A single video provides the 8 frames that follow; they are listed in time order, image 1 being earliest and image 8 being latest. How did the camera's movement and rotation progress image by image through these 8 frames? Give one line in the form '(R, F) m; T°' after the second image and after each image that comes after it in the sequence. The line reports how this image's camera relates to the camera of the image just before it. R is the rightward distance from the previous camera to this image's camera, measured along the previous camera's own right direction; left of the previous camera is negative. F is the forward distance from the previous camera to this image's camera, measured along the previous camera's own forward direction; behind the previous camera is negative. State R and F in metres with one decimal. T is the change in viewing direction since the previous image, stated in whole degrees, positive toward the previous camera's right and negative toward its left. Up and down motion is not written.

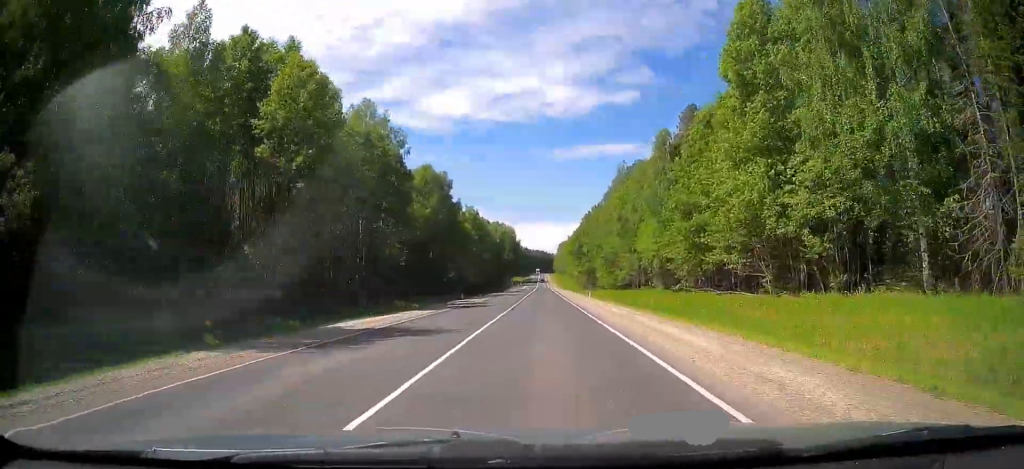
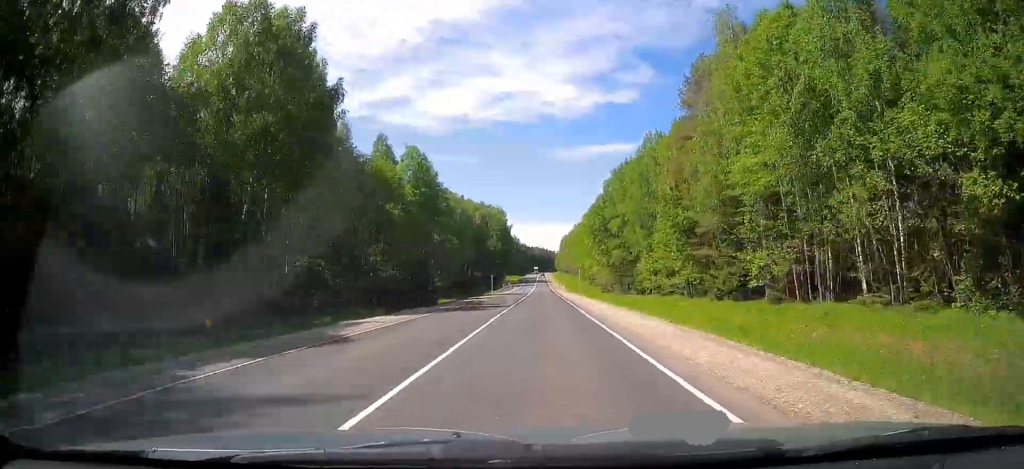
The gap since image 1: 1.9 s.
(-0.1, +59.6) m; 0°
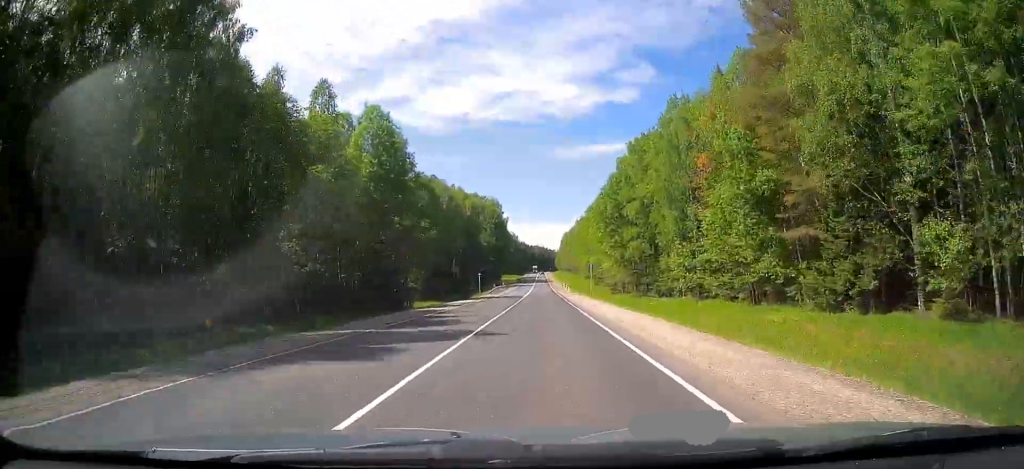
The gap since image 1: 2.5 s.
(0.0, +17.9) m; 0°
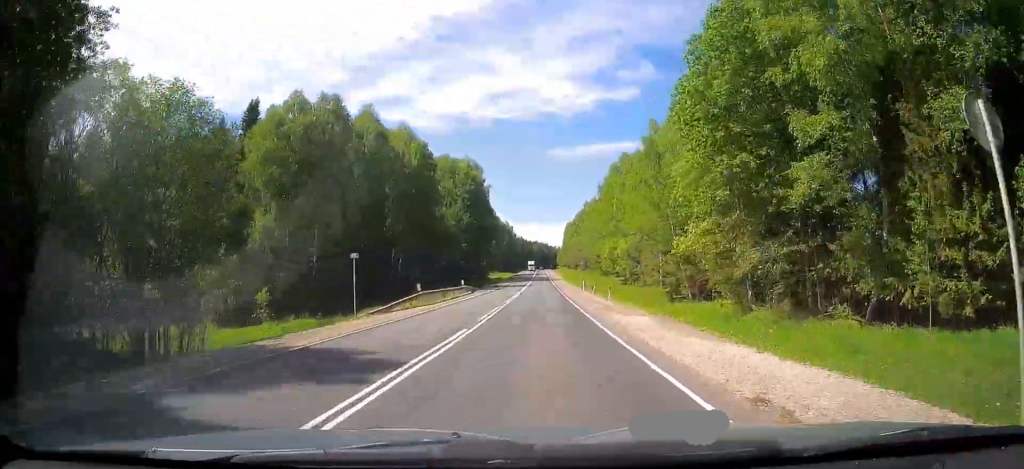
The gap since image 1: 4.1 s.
(-0.1, +50.6) m; 0°
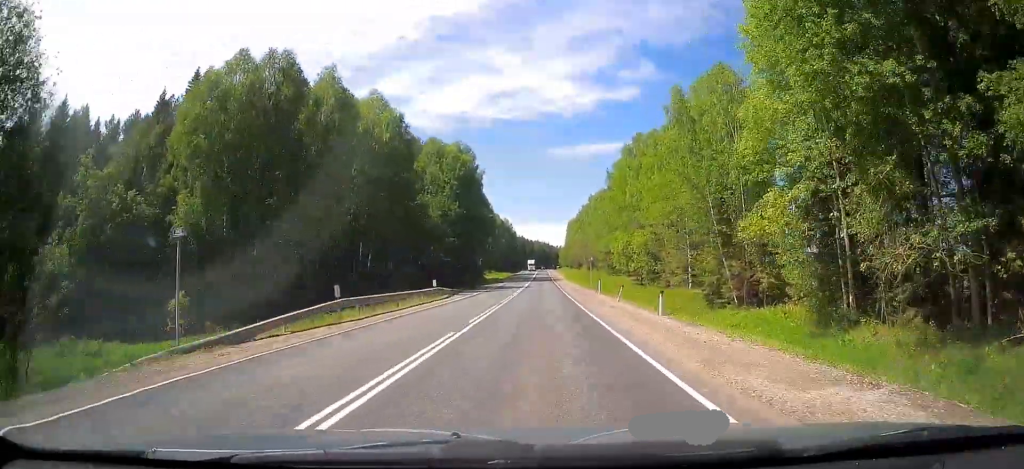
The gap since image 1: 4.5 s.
(-0.1, +13.7) m; 0°
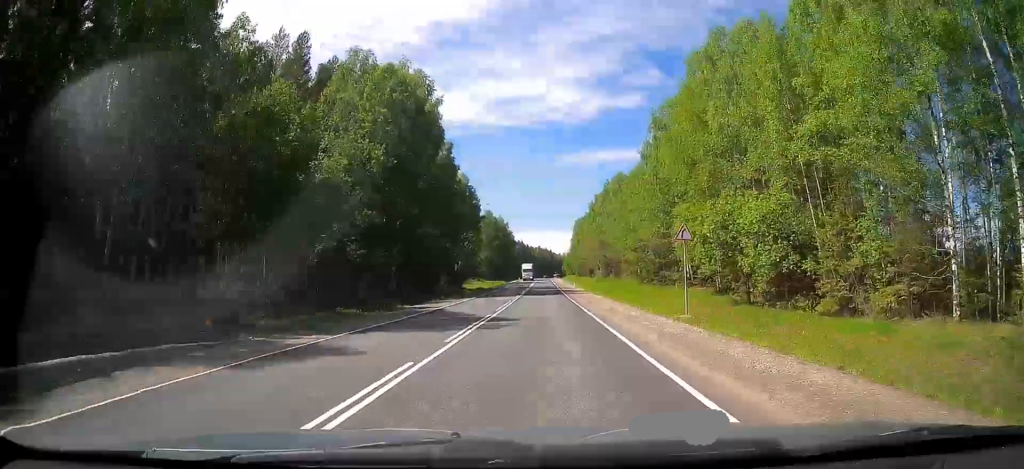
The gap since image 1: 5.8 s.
(+0.6, +40.1) m; 0°
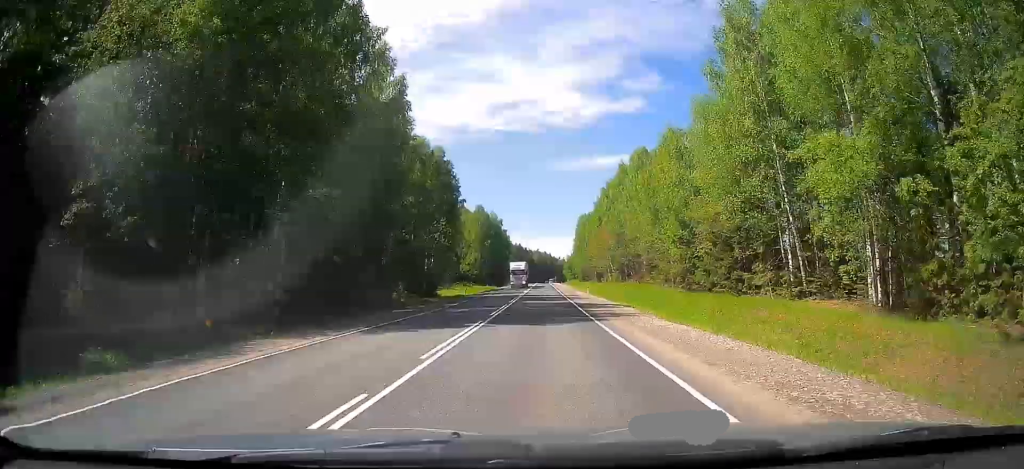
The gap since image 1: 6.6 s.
(-0.4, +26.4) m; -1°
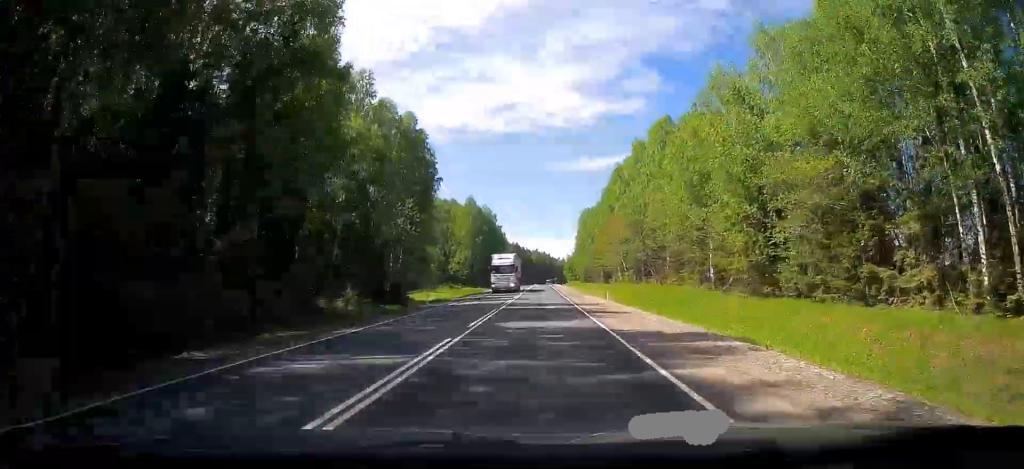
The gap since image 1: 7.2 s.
(0.0, +17.9) m; 0°
